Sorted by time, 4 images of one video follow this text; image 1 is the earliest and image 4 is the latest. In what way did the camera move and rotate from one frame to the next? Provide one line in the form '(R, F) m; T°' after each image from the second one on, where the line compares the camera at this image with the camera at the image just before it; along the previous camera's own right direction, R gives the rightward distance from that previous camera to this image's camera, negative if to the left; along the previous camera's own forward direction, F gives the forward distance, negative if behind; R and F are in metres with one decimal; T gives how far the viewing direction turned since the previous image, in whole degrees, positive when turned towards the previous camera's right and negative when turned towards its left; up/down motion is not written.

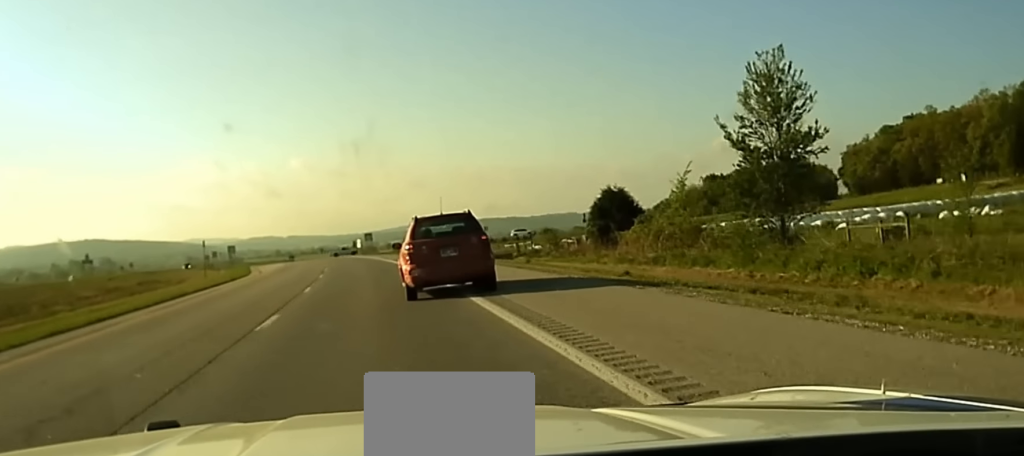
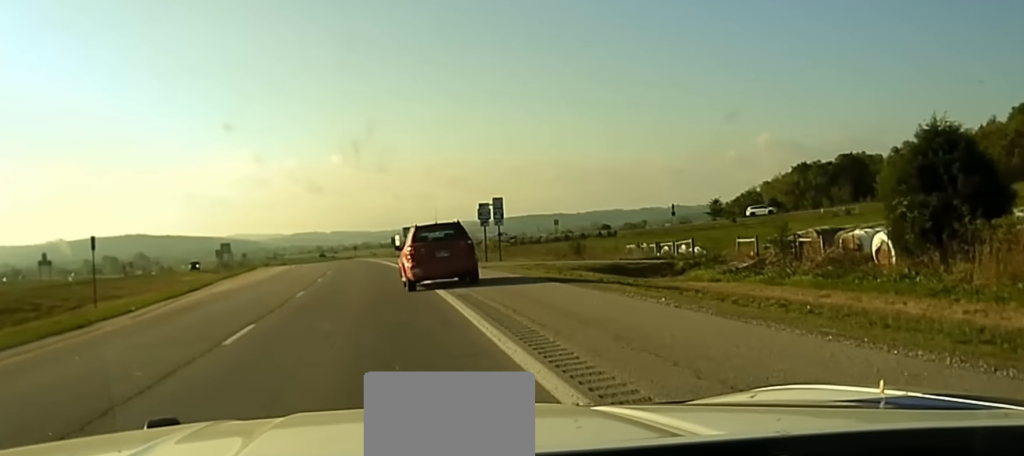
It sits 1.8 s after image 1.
(-0.7, +37.8) m; -2°
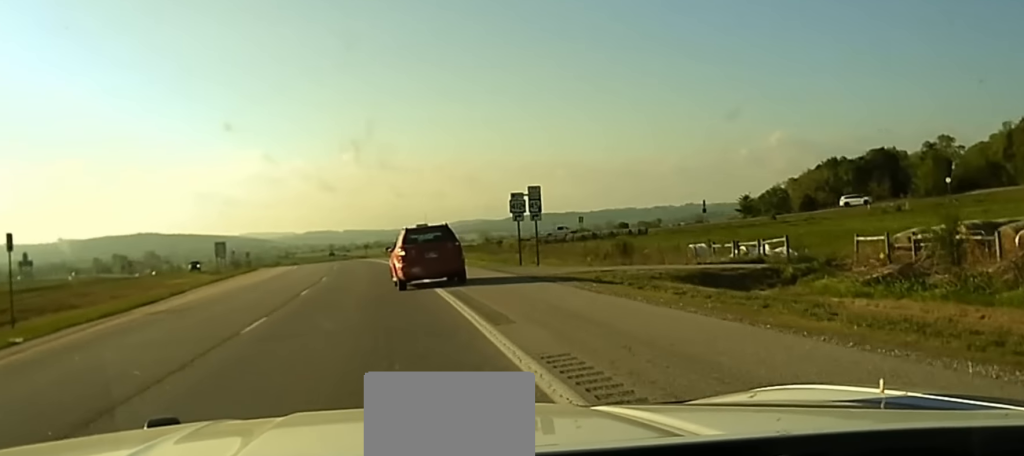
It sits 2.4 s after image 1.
(0.0, +10.6) m; -1°
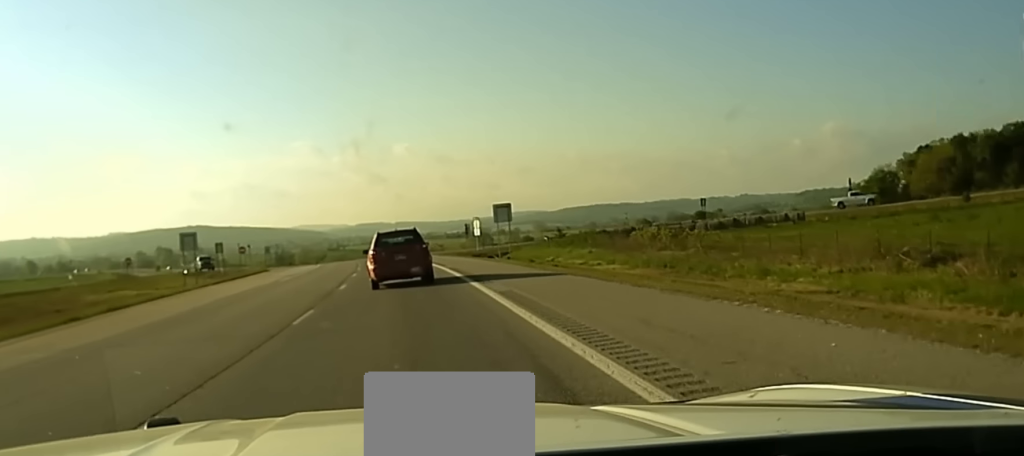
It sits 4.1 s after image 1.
(-0.8, +34.8) m; -2°
